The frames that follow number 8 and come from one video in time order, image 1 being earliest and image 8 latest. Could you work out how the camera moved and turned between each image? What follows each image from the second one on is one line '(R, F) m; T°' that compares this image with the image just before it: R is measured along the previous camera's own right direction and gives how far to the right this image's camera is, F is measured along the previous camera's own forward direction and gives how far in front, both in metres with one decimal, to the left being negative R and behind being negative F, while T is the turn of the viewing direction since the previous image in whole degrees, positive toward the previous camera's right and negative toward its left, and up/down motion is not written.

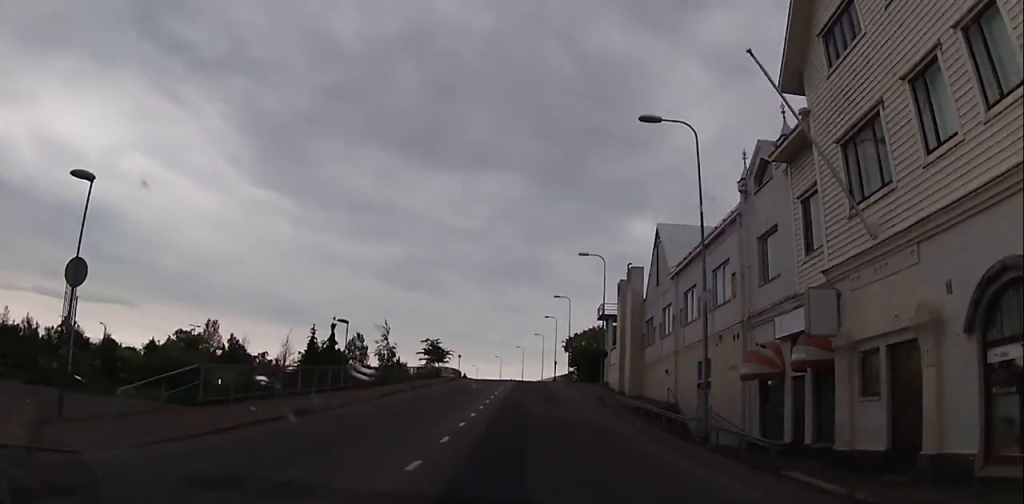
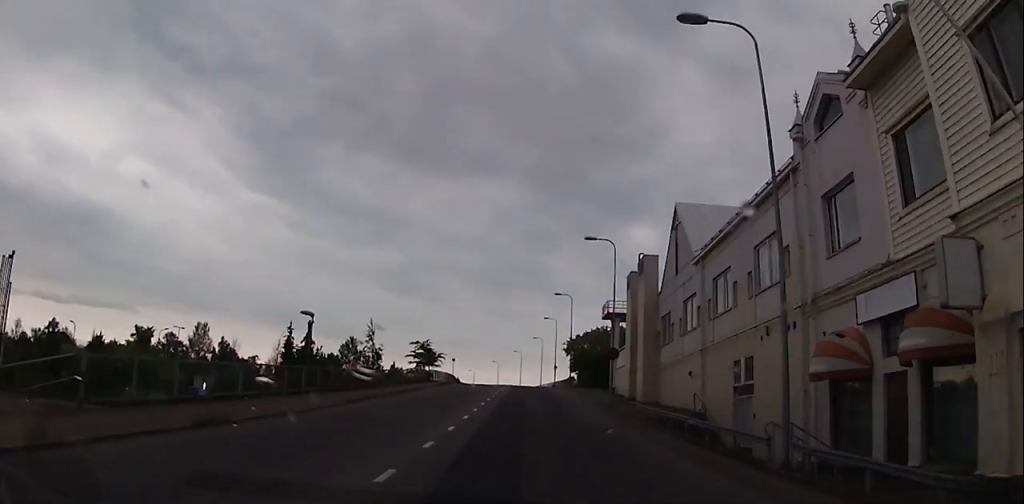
(-0.1, +5.4) m; 0°
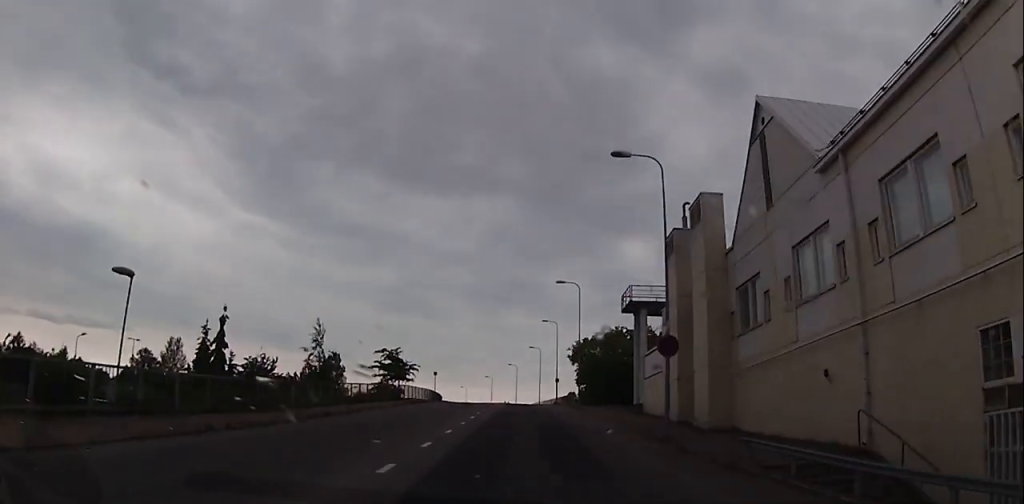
(0.0, +14.0) m; 0°
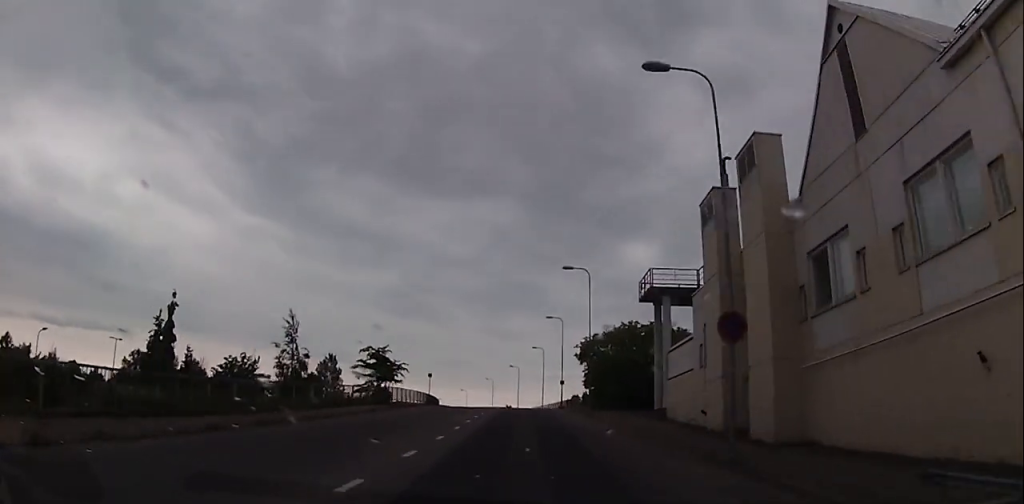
(0.0, +5.9) m; 0°
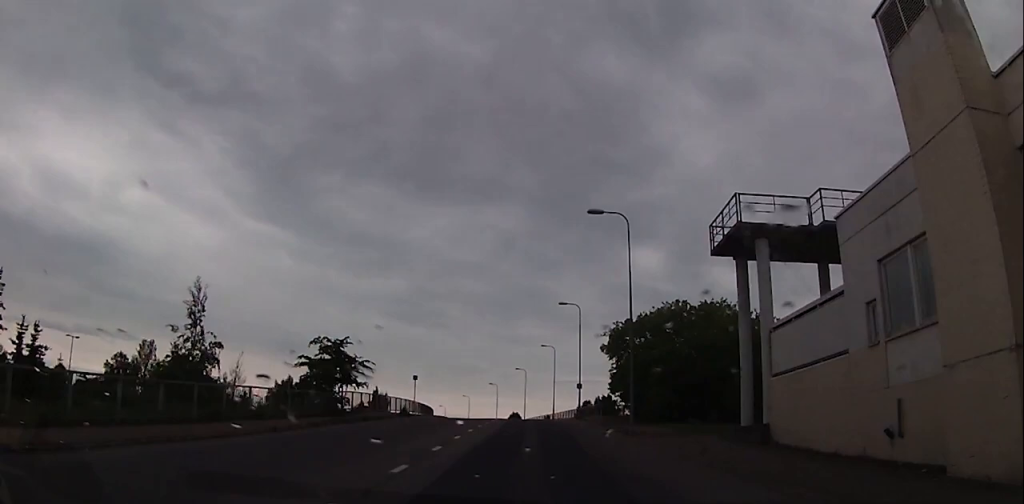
(0.0, +13.2) m; 0°
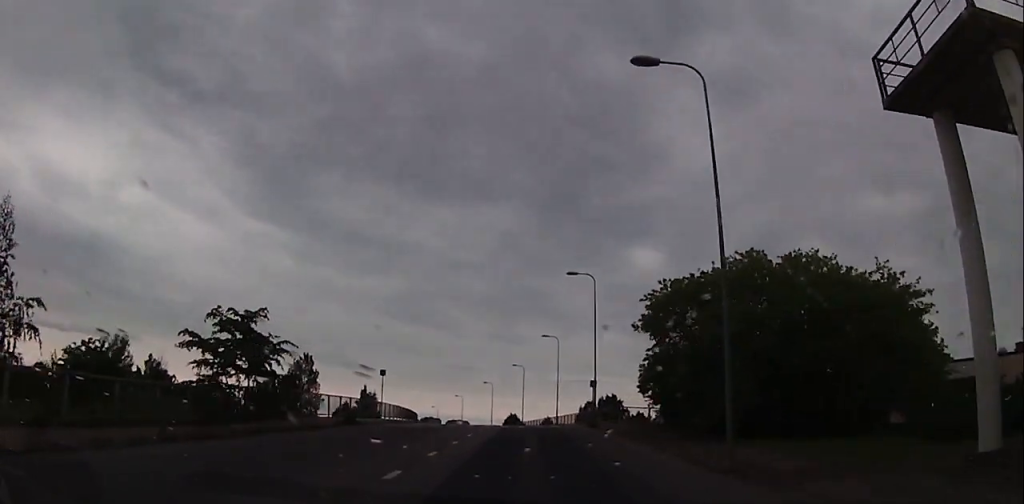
(0.0, +12.2) m; +1°
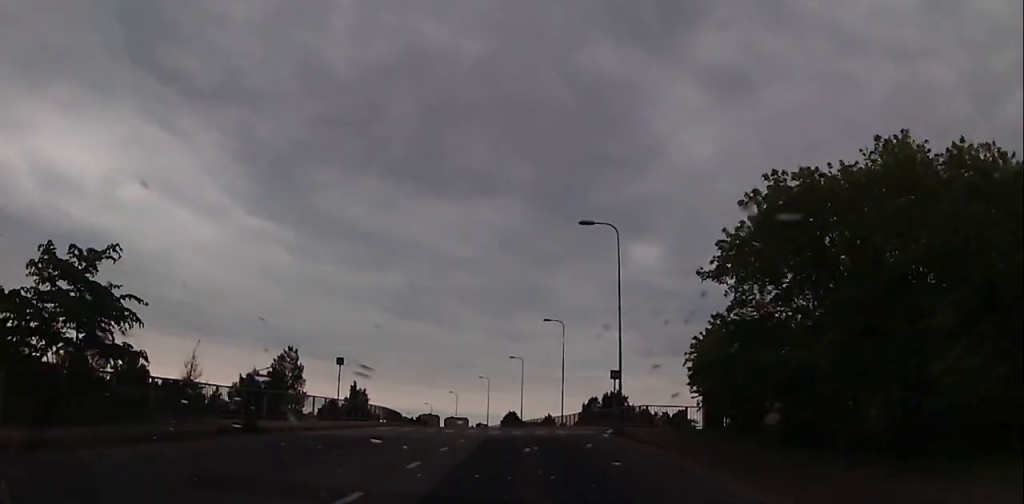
(+0.1, +10.2) m; 0°
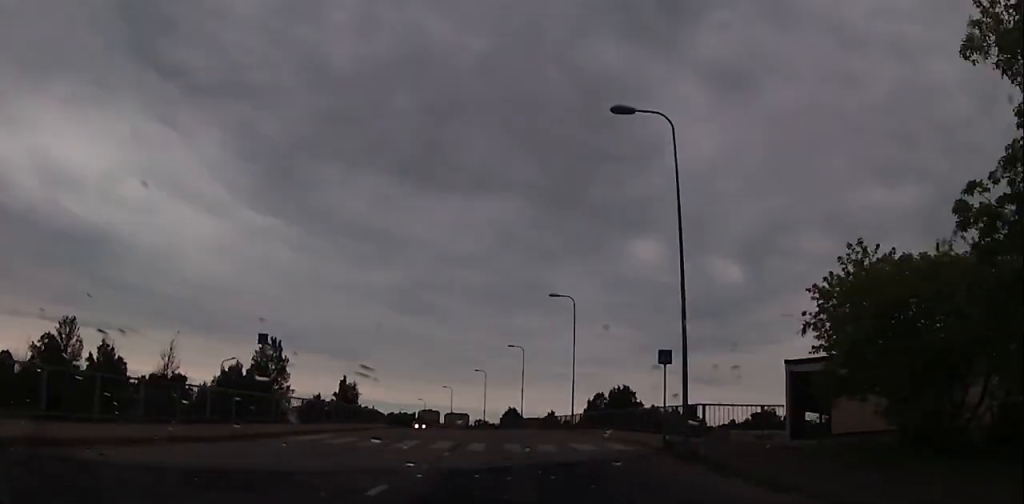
(0.0, +10.7) m; -1°
